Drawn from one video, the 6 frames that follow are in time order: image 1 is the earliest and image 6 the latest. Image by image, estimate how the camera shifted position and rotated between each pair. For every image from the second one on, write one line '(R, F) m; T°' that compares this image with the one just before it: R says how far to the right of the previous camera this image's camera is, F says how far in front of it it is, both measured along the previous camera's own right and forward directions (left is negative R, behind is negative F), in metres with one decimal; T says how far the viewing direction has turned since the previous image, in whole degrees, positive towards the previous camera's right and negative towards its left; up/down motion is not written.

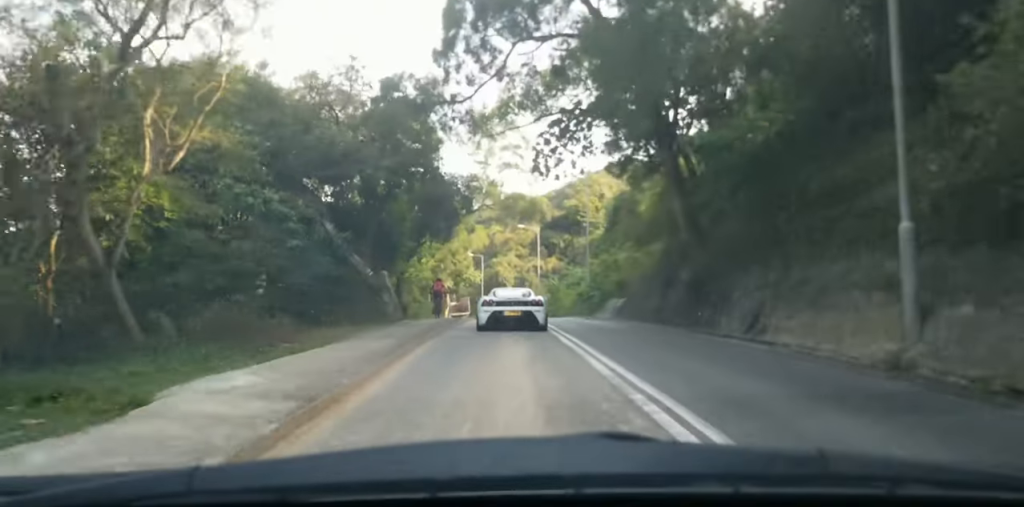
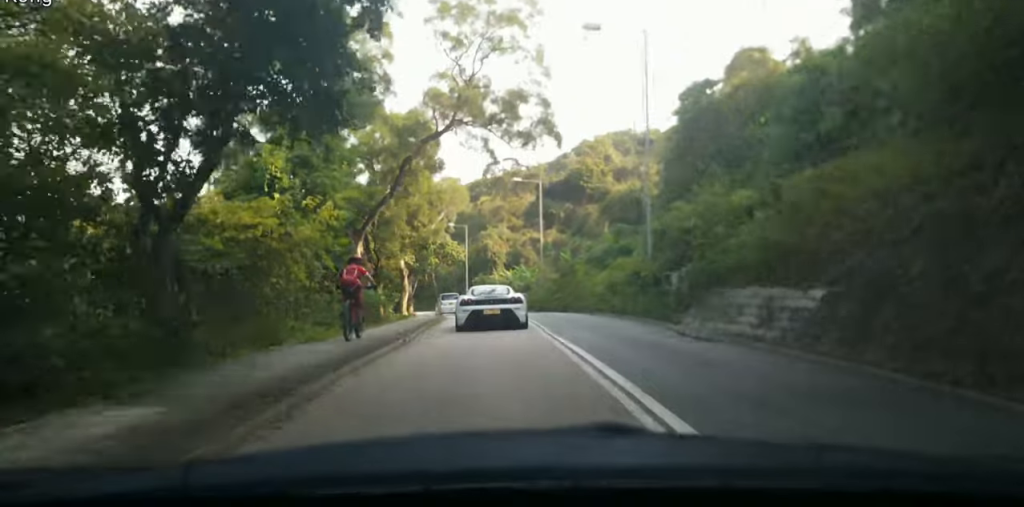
(-0.1, +23.2) m; +1°
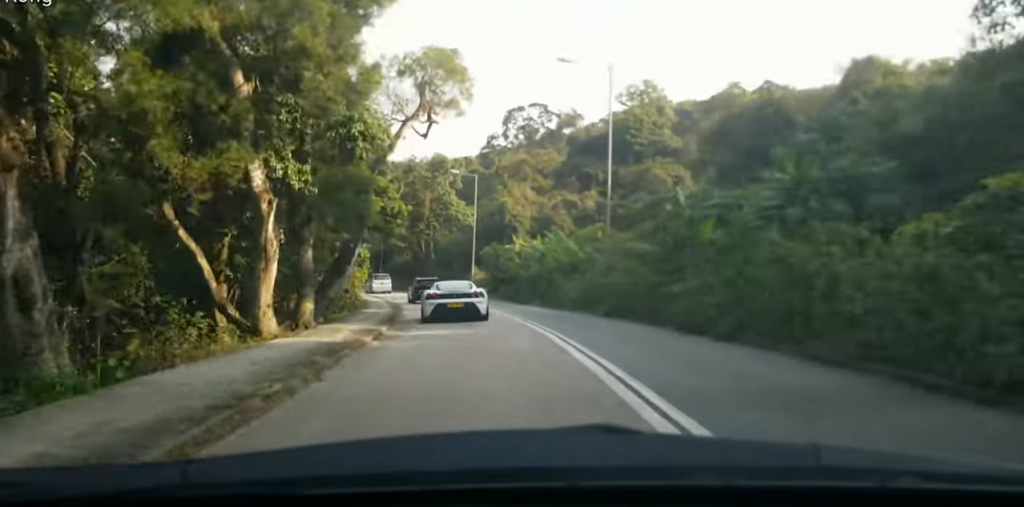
(-0.6, +27.0) m; -2°
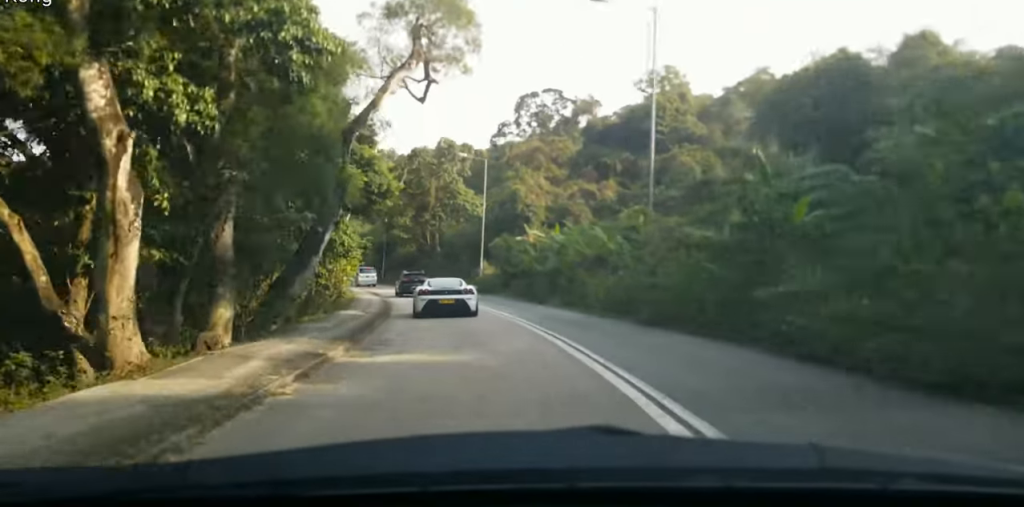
(0.0, +6.4) m; 0°
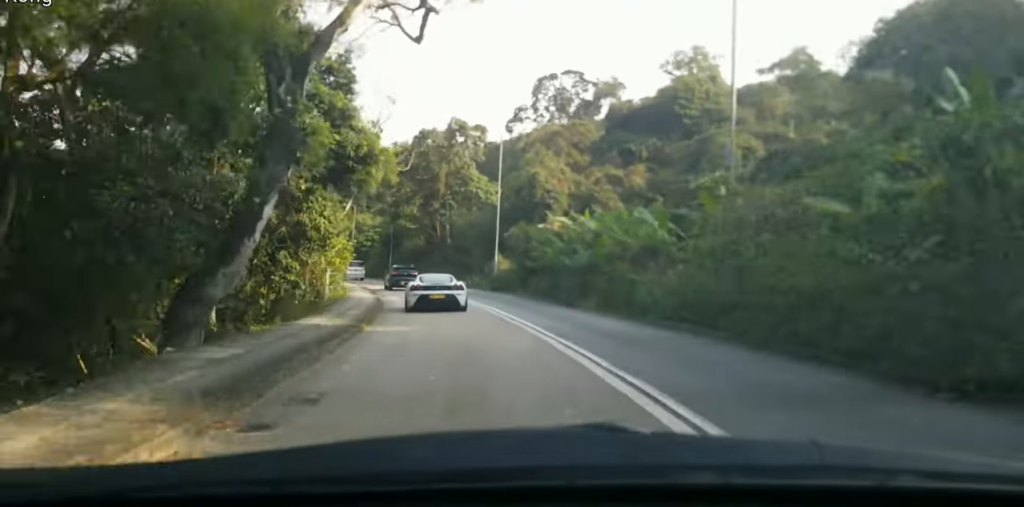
(0.0, +6.9) m; 0°
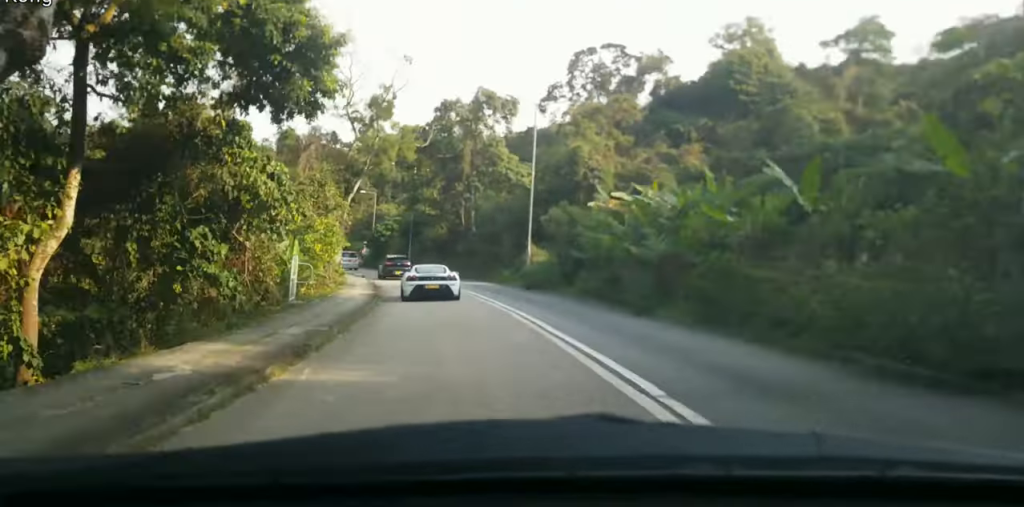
(0.0, +9.0) m; -2°
